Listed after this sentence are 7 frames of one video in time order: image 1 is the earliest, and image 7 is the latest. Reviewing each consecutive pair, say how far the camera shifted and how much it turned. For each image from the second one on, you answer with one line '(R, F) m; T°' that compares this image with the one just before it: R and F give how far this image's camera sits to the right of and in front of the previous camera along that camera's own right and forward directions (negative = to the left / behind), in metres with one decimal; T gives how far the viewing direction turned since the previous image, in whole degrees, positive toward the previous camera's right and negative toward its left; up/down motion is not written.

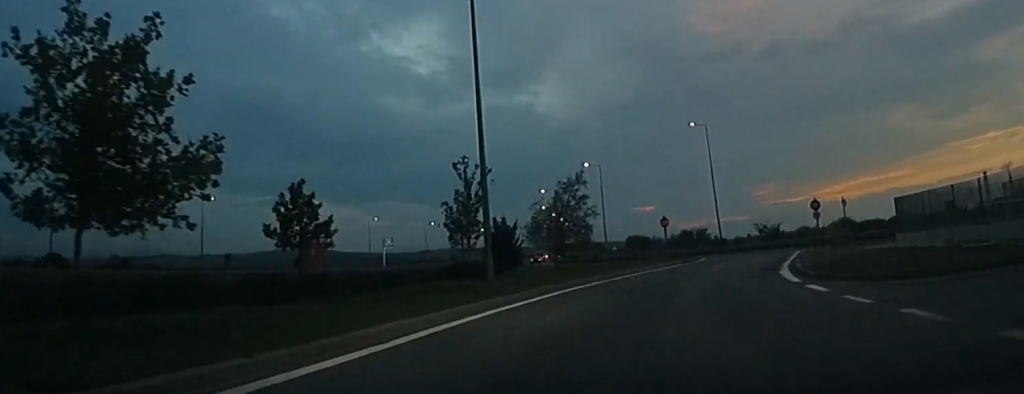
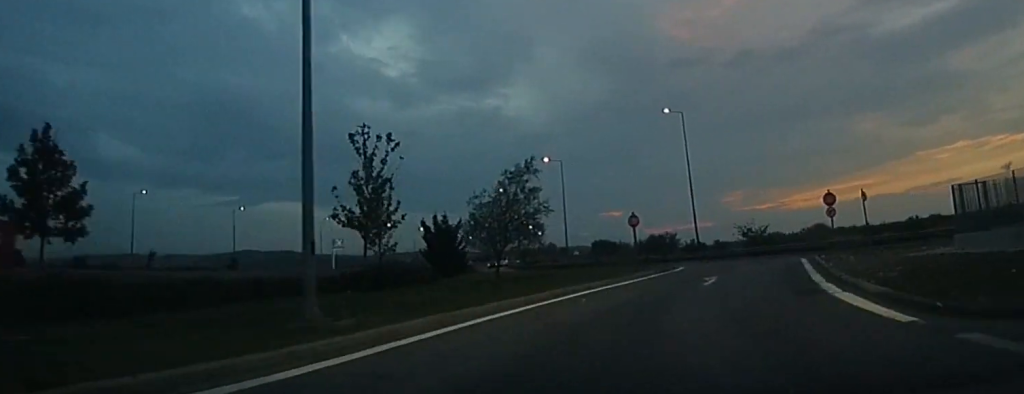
(+0.5, +8.1) m; +4°
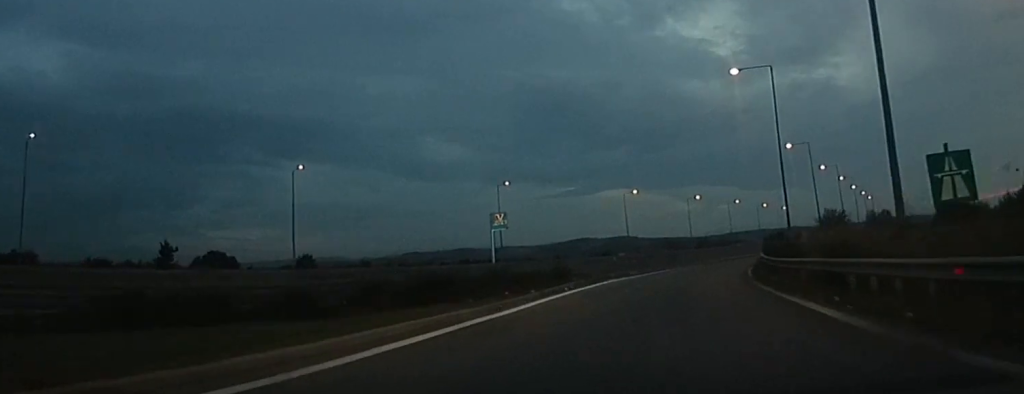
(-3.8, +61.2) m; -23°
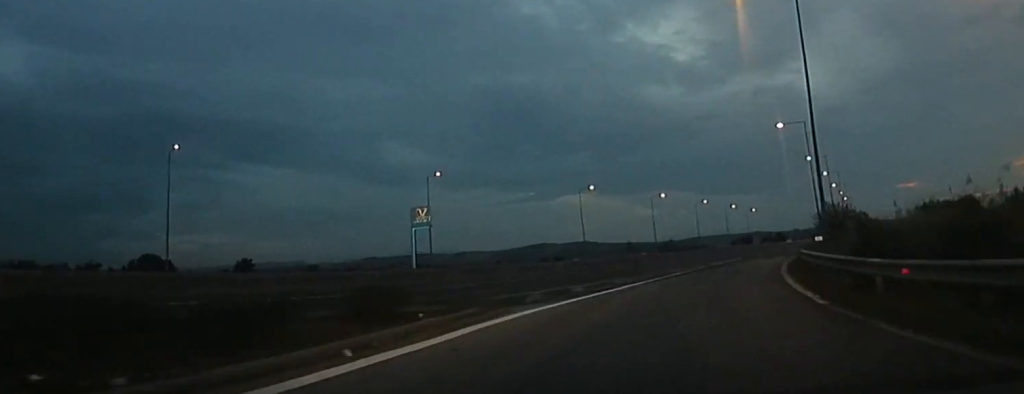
(-0.2, +14.7) m; +2°
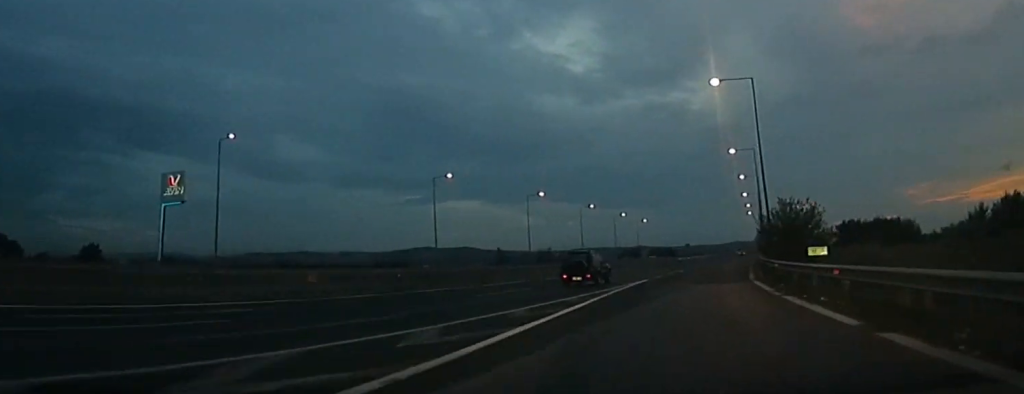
(+1.2, +20.8) m; +6°
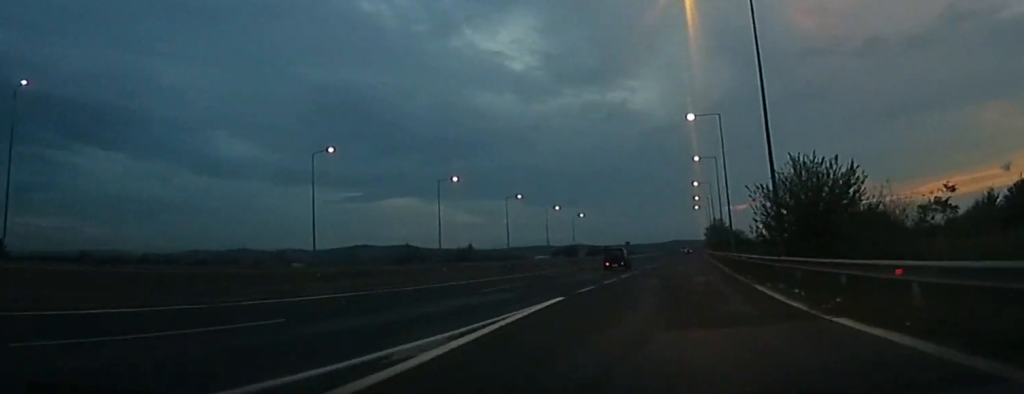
(+0.9, +16.5) m; +3°
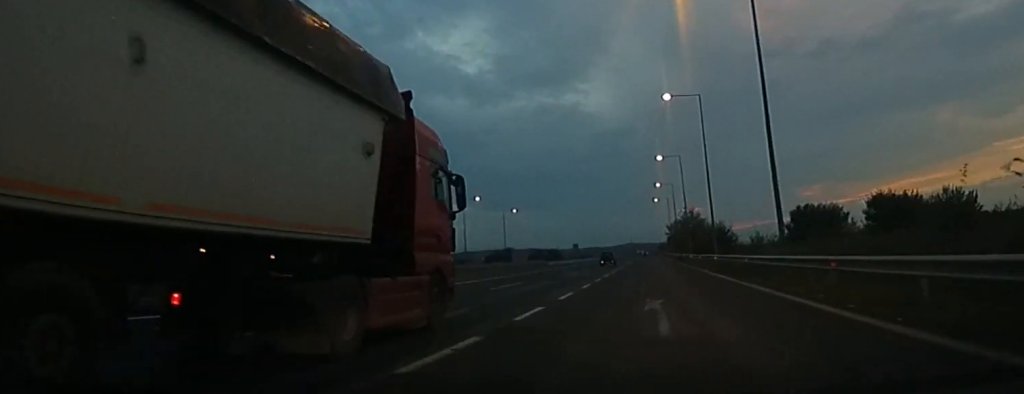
(+0.7, +34.1) m; +4°
